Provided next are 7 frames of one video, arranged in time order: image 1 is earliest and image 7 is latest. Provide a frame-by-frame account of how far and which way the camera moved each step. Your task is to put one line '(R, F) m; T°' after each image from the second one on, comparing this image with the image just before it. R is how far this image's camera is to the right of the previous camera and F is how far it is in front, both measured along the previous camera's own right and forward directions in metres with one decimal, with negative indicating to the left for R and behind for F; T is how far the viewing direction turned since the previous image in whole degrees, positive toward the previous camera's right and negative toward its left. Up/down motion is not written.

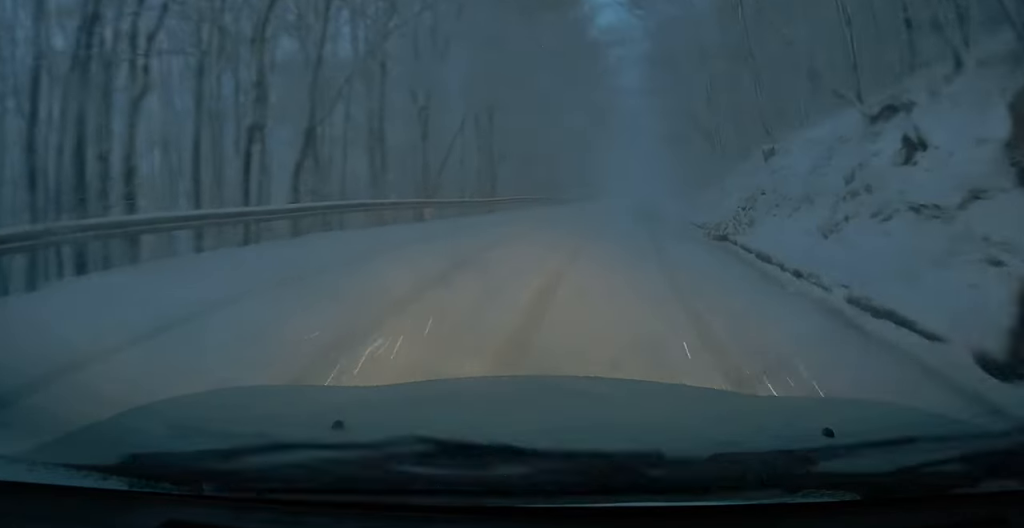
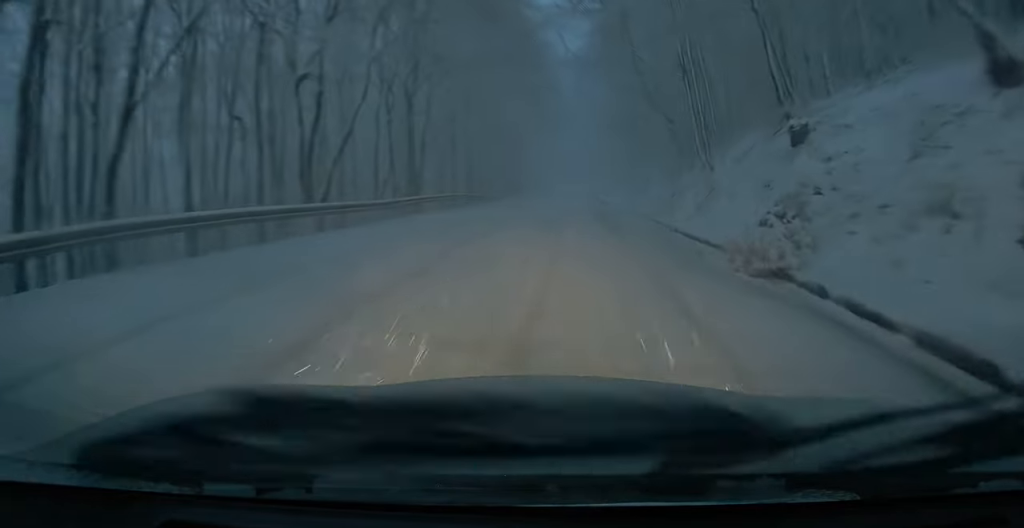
(+0.2, +7.6) m; +6°
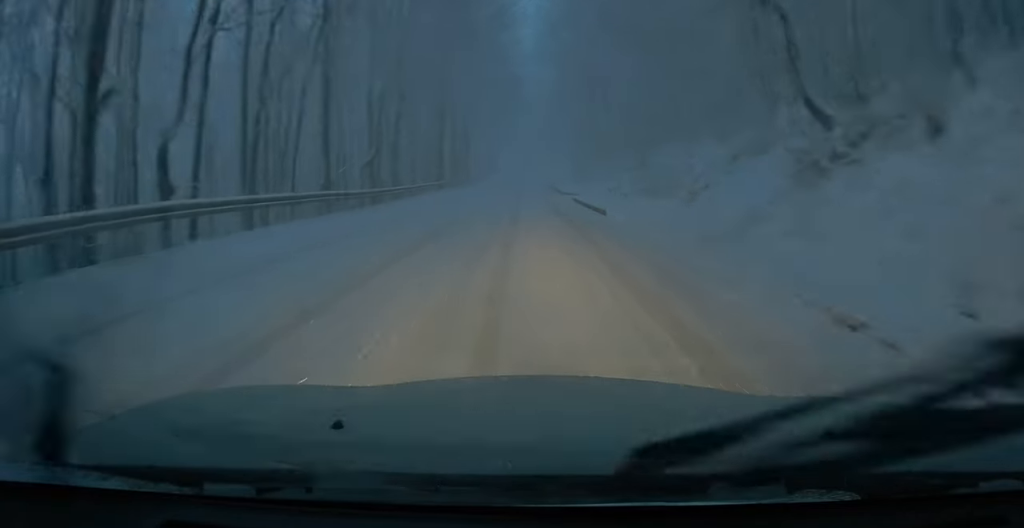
(+1.9, +23.4) m; +4°
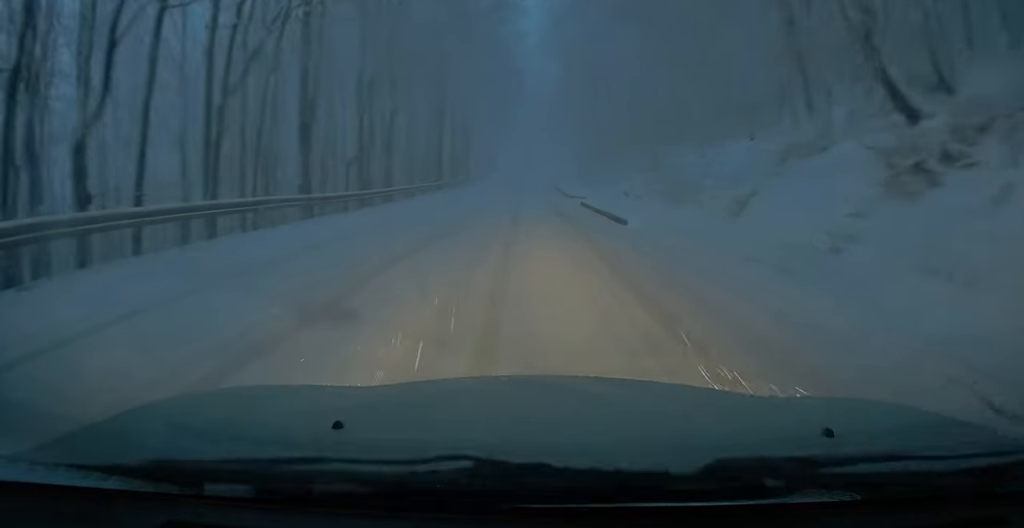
(-0.1, +3.8) m; -1°
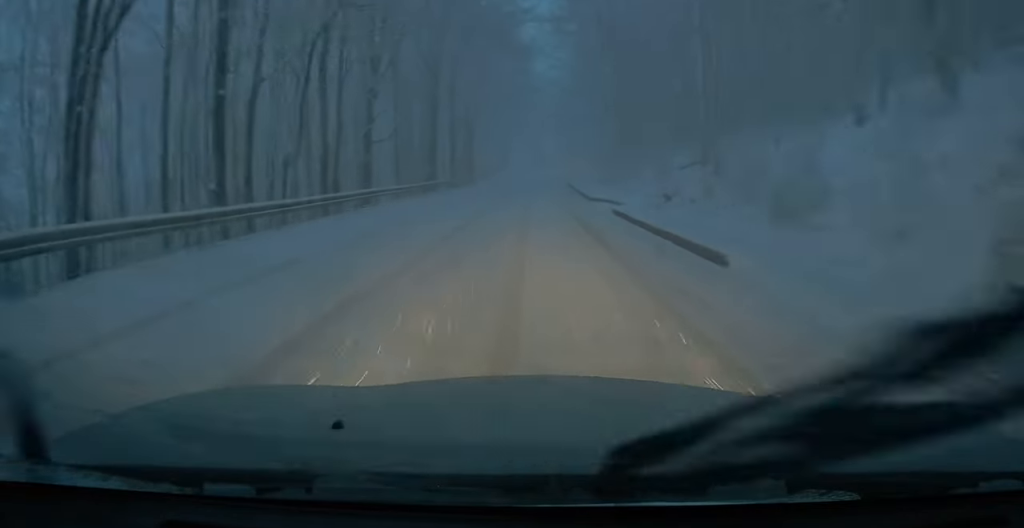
(0.0, +8.8) m; 0°
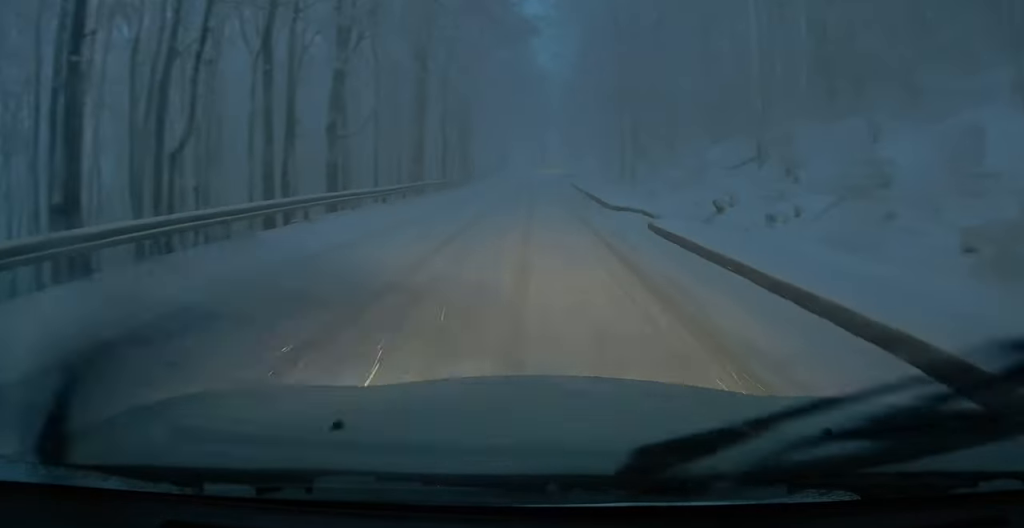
(0.0, +7.1) m; 0°
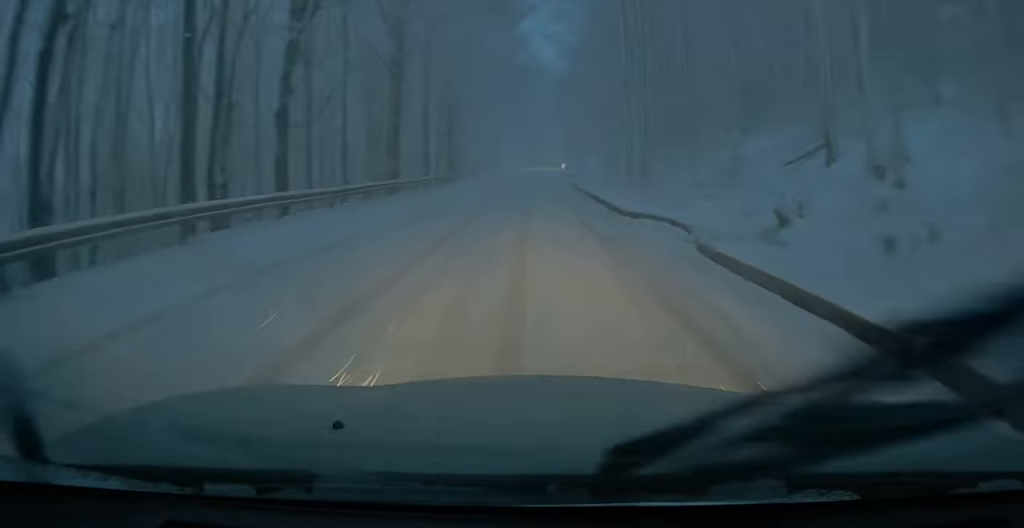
(0.0, +5.6) m; 0°
